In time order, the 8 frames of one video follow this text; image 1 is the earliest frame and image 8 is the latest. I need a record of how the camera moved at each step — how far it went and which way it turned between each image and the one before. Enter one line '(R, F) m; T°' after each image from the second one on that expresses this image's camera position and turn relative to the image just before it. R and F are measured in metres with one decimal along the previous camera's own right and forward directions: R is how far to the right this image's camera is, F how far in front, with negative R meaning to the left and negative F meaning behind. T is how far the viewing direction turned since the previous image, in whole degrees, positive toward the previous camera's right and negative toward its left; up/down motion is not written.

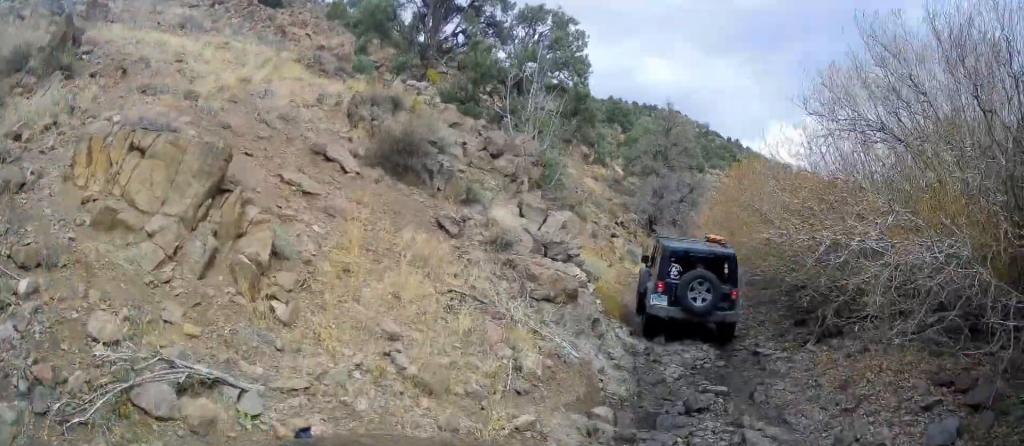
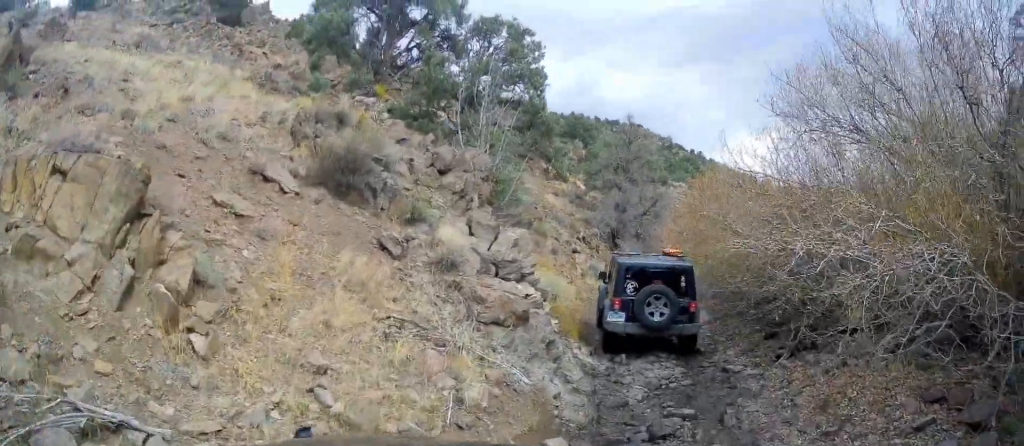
(+0.1, +0.8) m; +10°
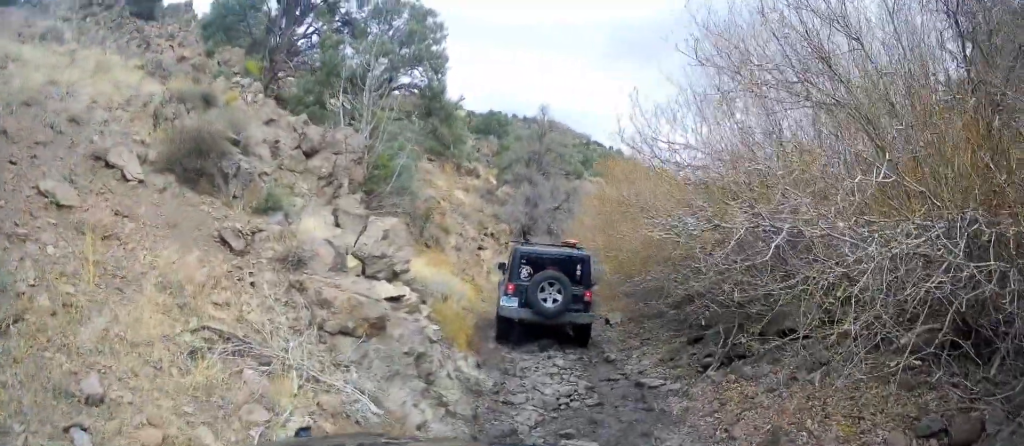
(+0.5, +2.2) m; +10°
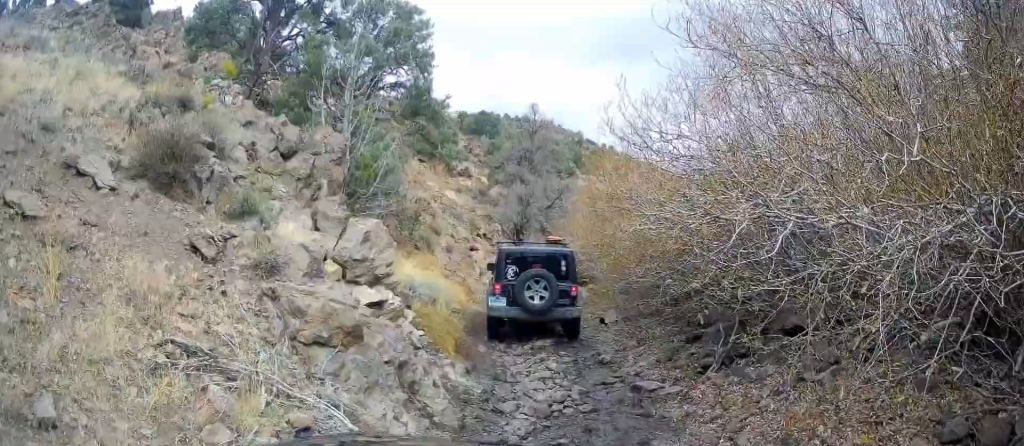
(-0.1, +0.6) m; 0°
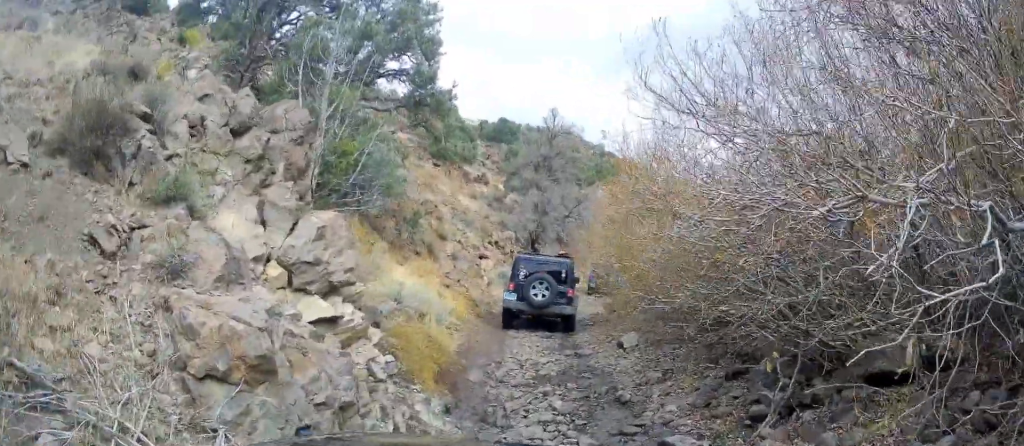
(-0.7, +2.2) m; 0°
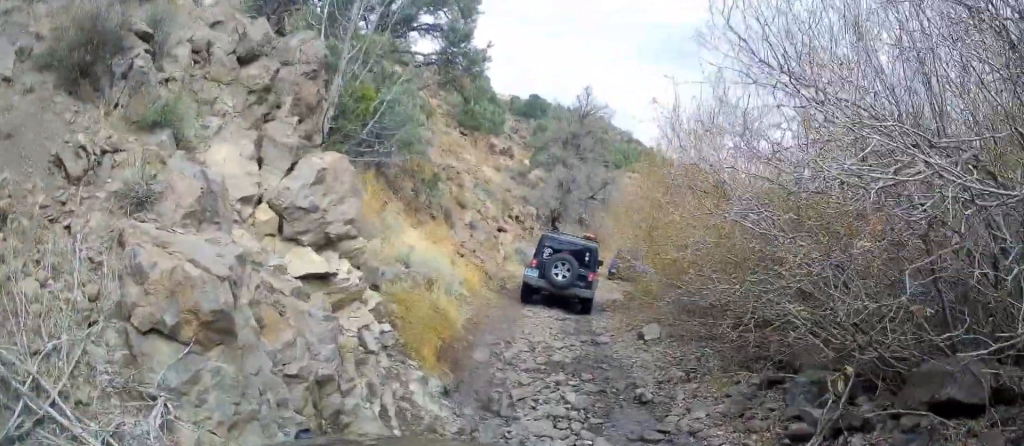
(+0.1, +0.6) m; 0°
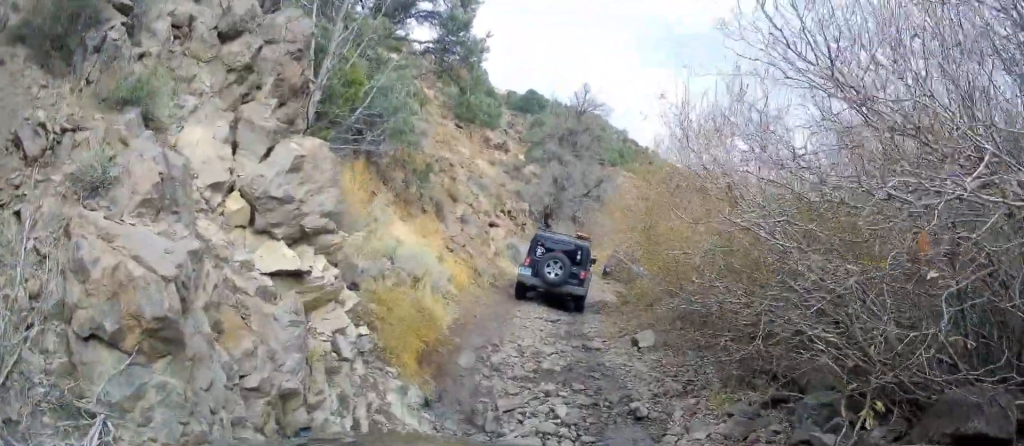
(-0.1, +0.5) m; 0°
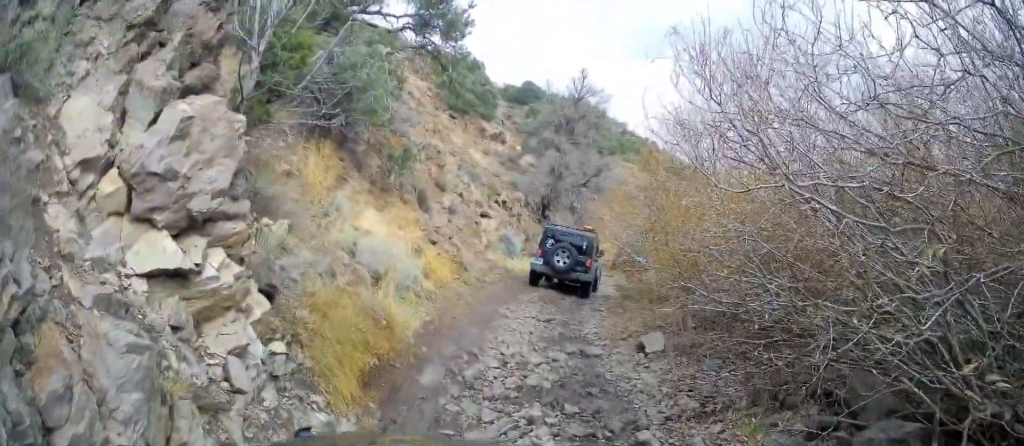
(-0.5, +1.8) m; 0°
